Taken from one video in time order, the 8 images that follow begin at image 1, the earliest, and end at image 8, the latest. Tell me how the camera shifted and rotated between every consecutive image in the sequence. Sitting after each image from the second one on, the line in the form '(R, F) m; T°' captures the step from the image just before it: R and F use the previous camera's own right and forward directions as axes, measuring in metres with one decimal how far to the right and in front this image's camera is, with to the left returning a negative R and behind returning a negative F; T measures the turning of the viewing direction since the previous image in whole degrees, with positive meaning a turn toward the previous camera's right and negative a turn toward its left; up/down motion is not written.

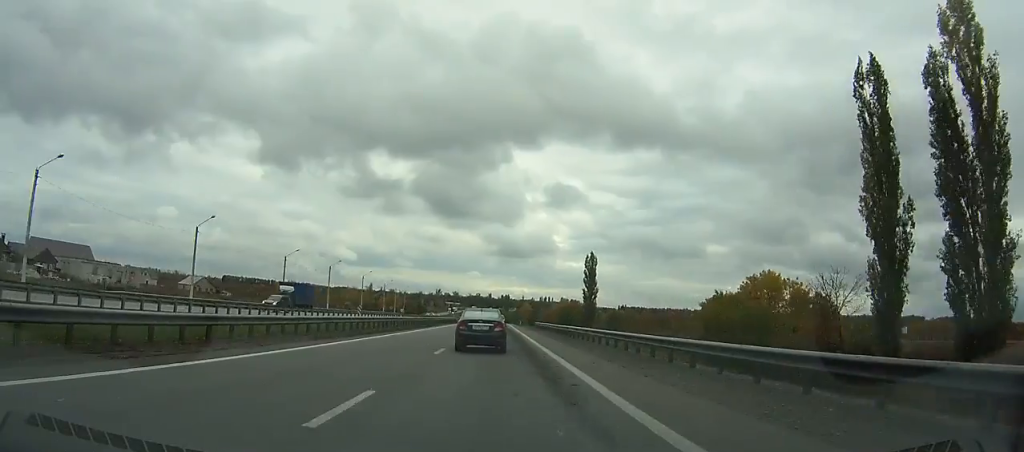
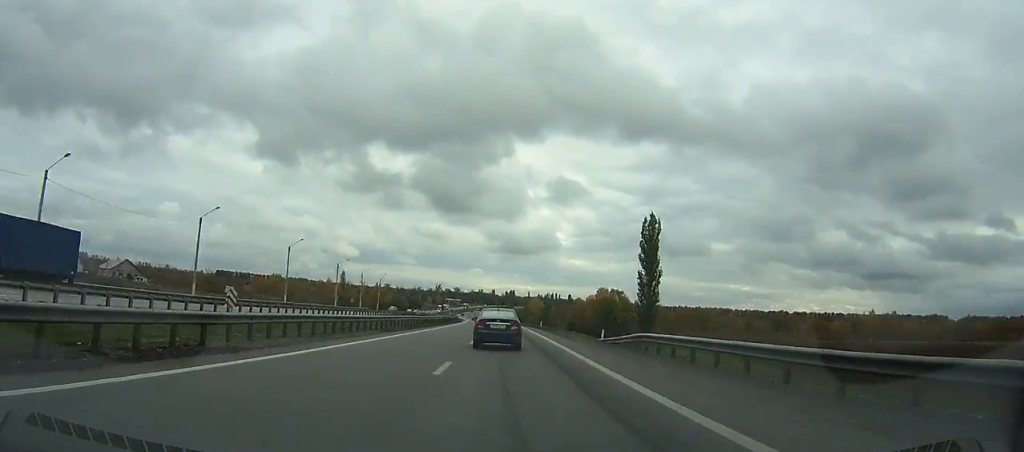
(-1.3, +55.0) m; -2°
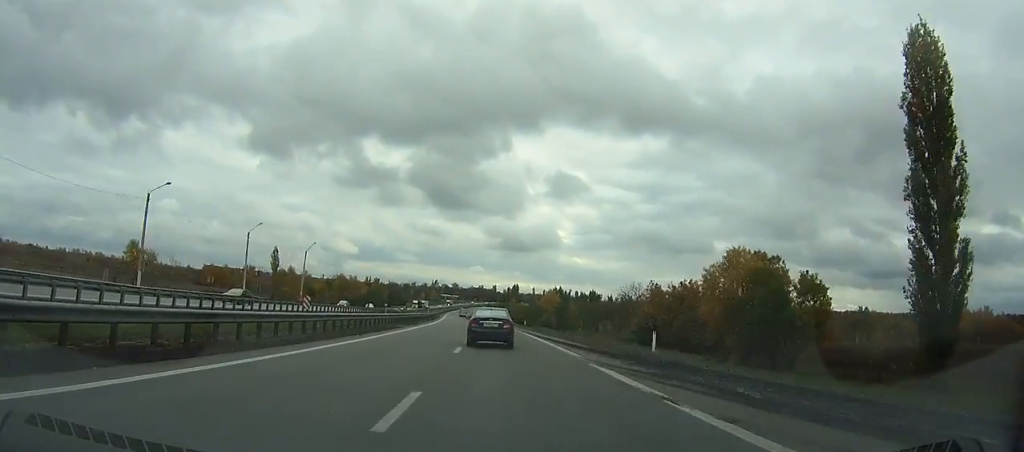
(-0.6, +65.2) m; -1°
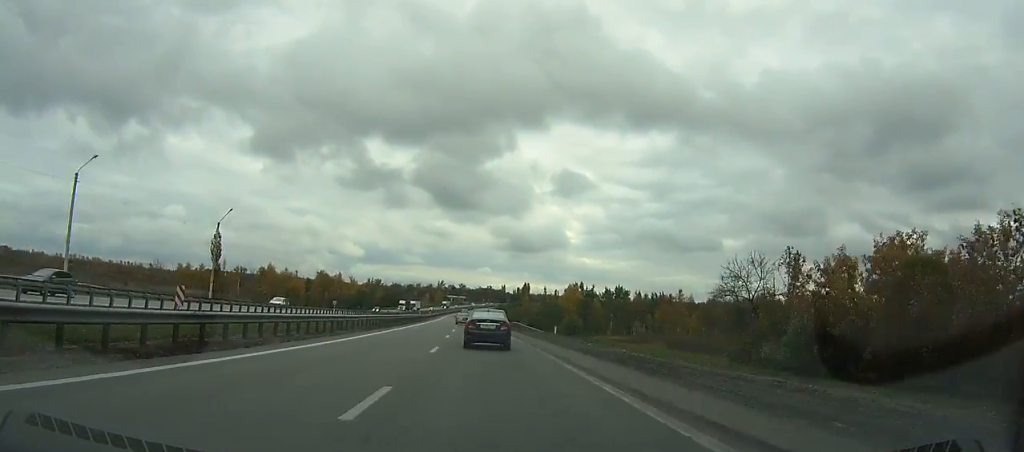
(+0.2, +35.5) m; -1°
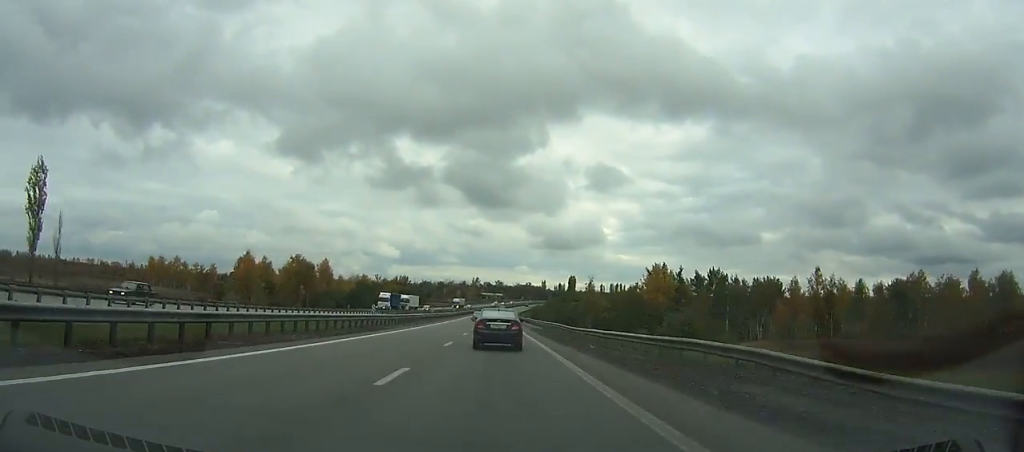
(-1.1, +56.2) m; -2°
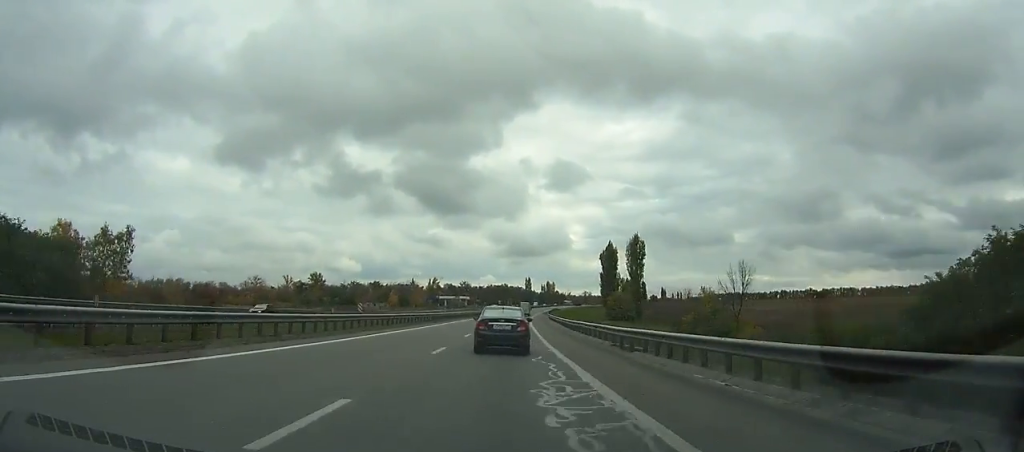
(-1.6, +183.6) m; +2°
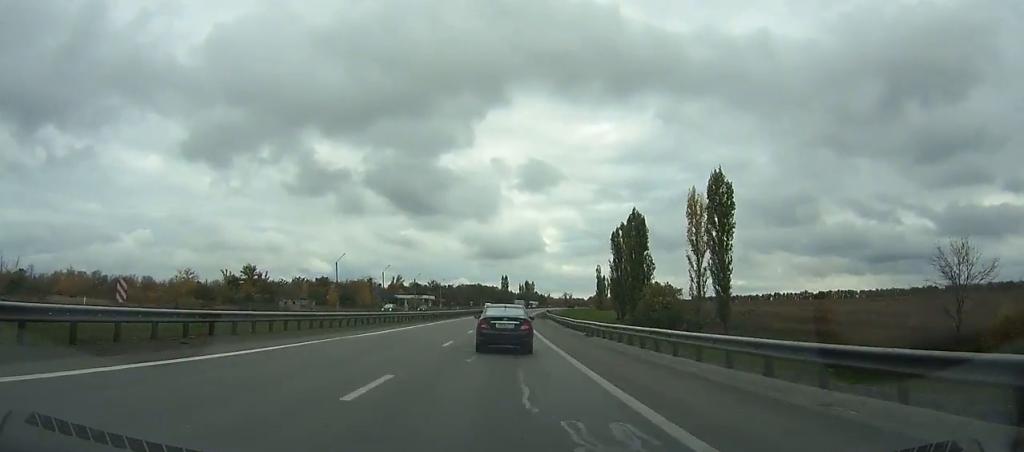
(+1.2, +56.5) m; +2°
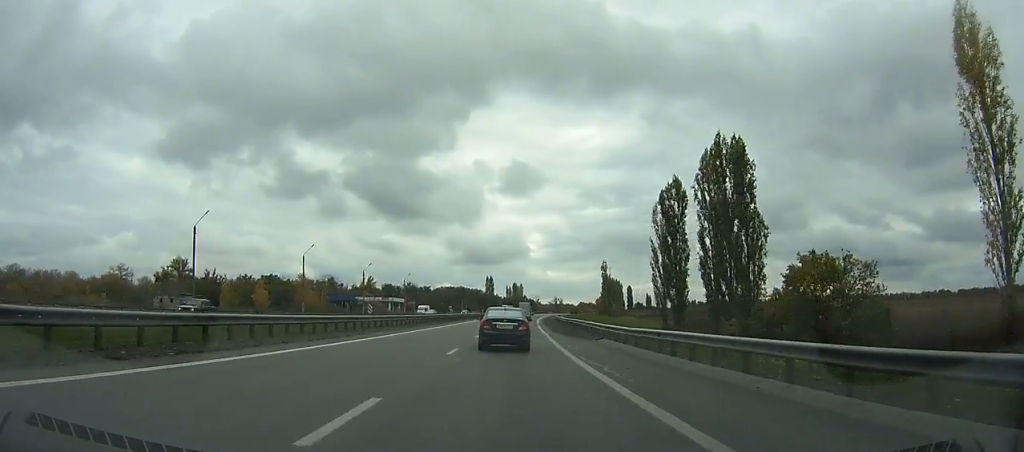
(+0.7, +51.1) m; +2°
